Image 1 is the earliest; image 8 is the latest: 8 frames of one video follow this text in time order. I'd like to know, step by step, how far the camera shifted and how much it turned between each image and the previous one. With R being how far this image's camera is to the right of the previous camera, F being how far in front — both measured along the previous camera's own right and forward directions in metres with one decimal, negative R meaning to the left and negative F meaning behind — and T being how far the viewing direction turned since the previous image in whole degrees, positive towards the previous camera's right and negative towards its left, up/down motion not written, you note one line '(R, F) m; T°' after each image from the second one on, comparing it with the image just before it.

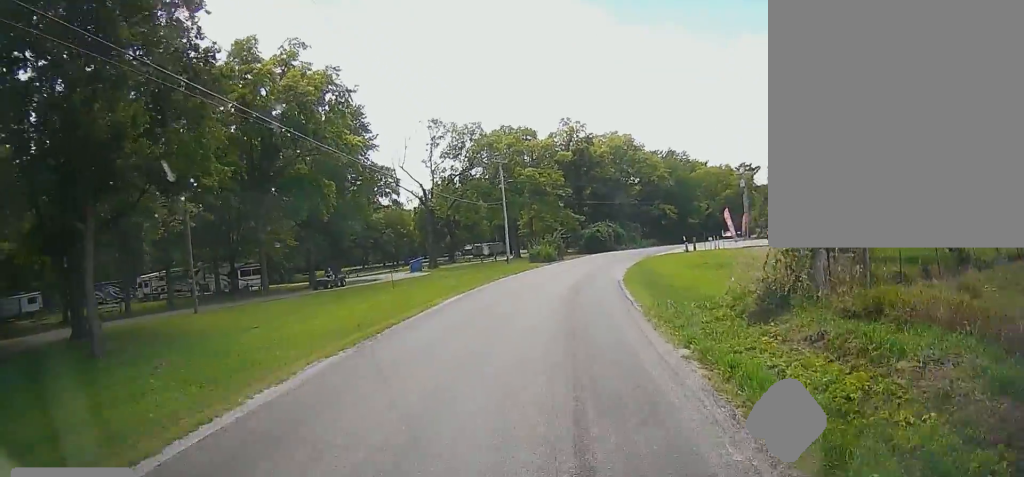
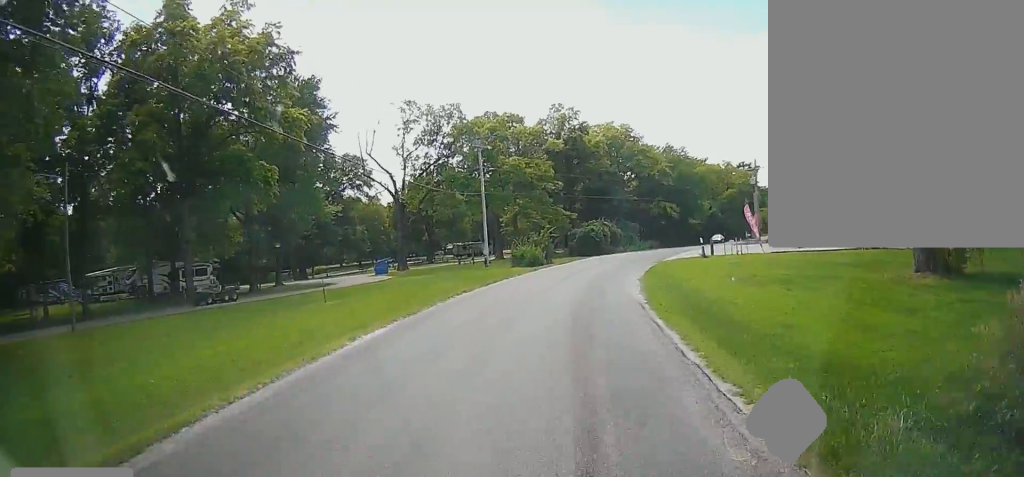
(+0.1, +10.6) m; +1°
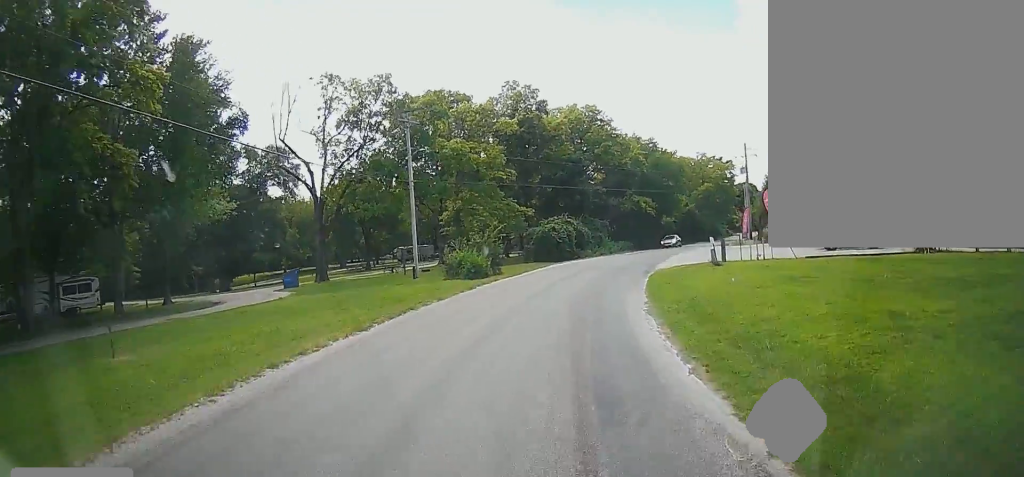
(+0.3, +13.3) m; +2°
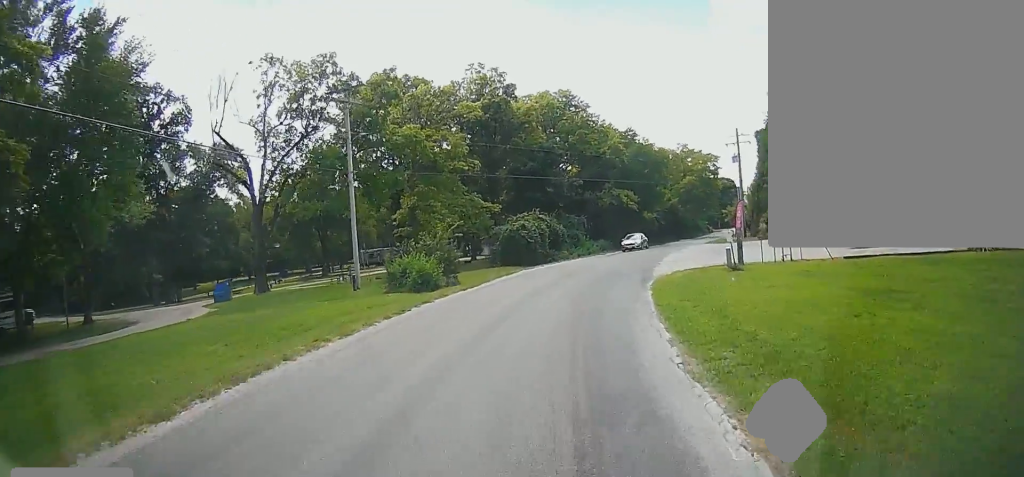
(+0.1, +7.5) m; -2°
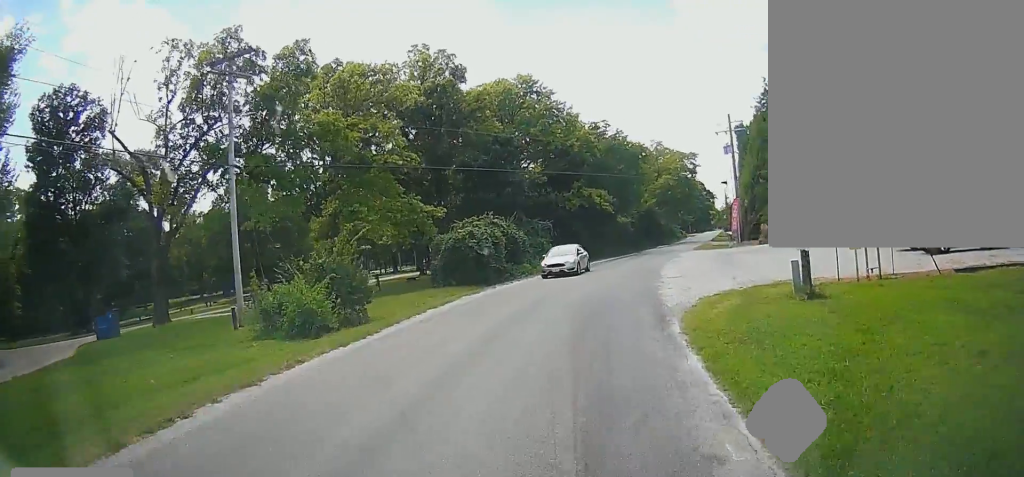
(-0.7, +9.6) m; -10°
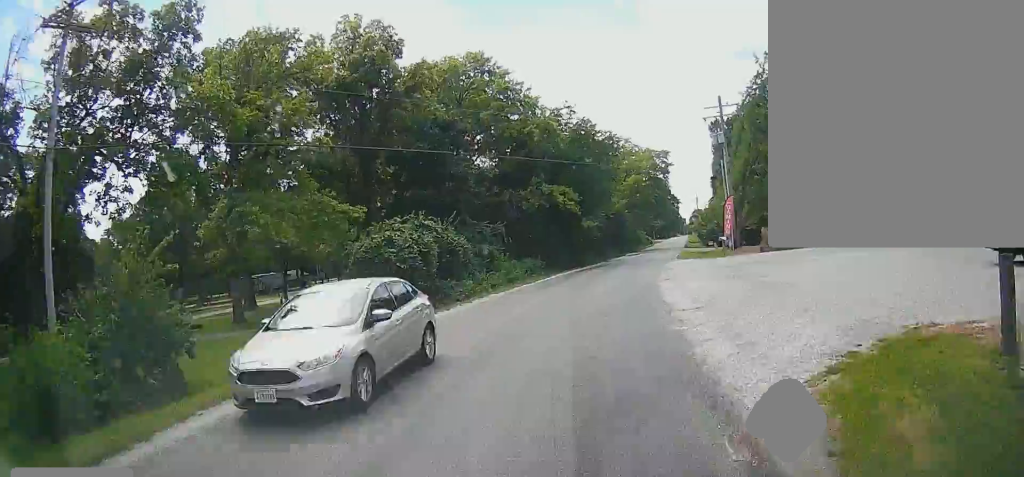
(-0.9, +8.4) m; -4°
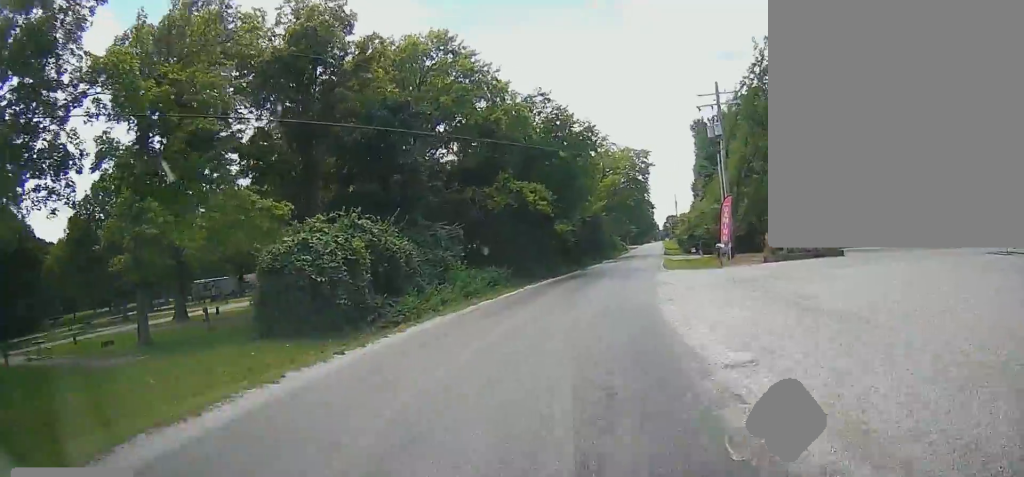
(-0.3, +5.6) m; +6°
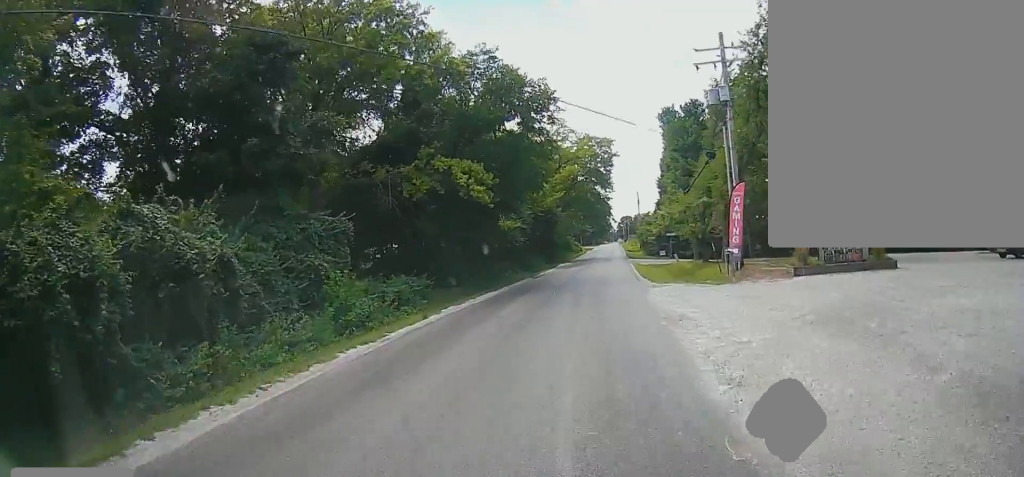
(+2.0, +10.1) m; +17°
